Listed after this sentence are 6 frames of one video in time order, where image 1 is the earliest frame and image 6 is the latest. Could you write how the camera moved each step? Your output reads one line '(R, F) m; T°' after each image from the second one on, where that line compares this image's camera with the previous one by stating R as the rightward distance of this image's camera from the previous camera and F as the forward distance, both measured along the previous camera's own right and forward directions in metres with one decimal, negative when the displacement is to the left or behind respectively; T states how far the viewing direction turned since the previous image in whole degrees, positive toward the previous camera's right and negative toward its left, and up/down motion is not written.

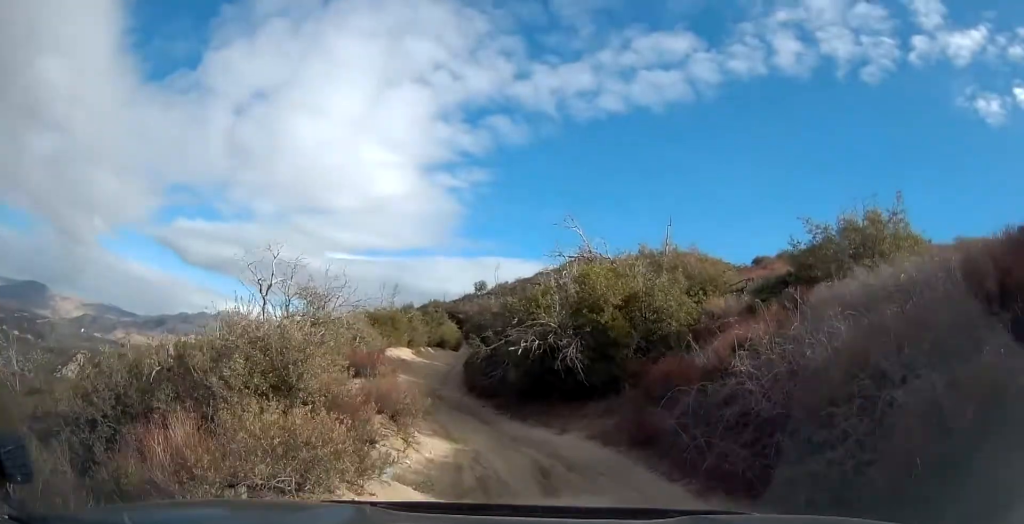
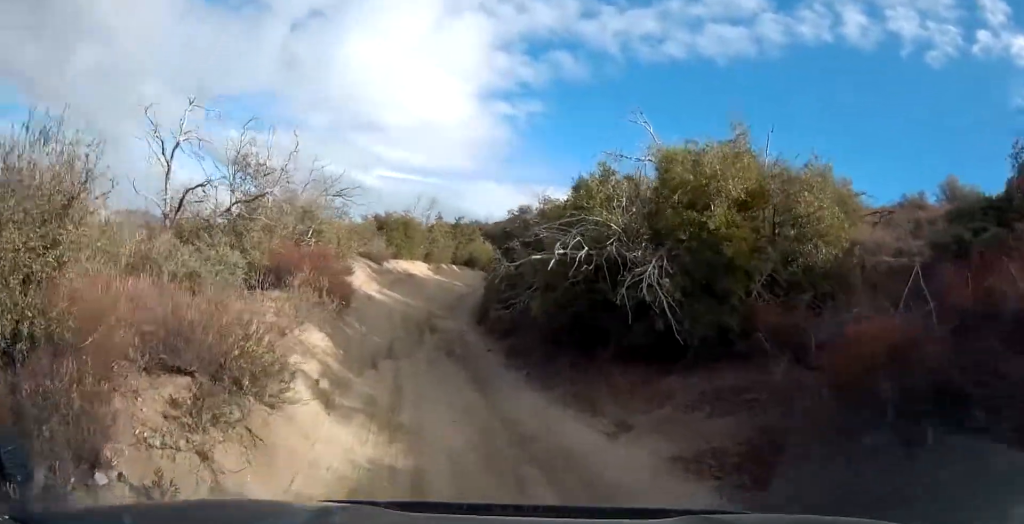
(+0.3, +8.1) m; 0°
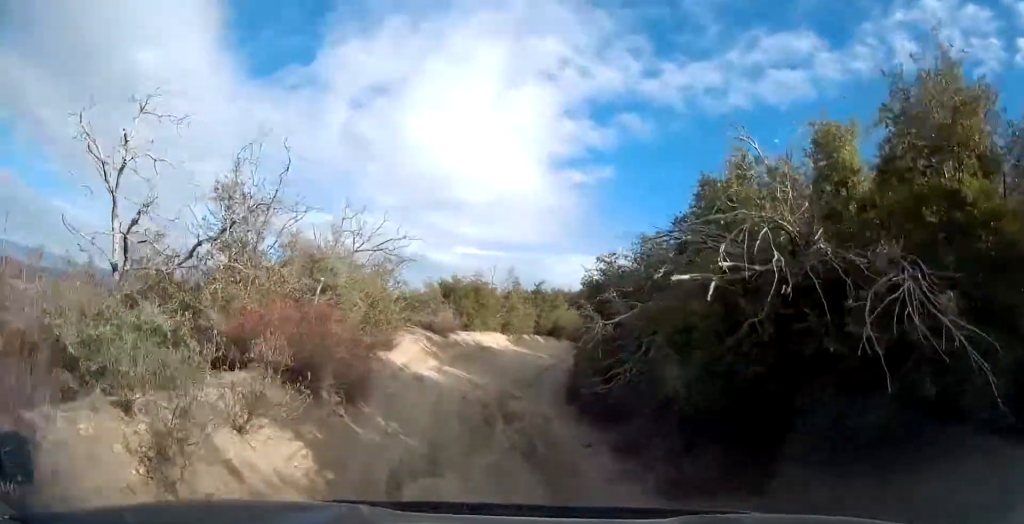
(-0.1, +4.2) m; -9°
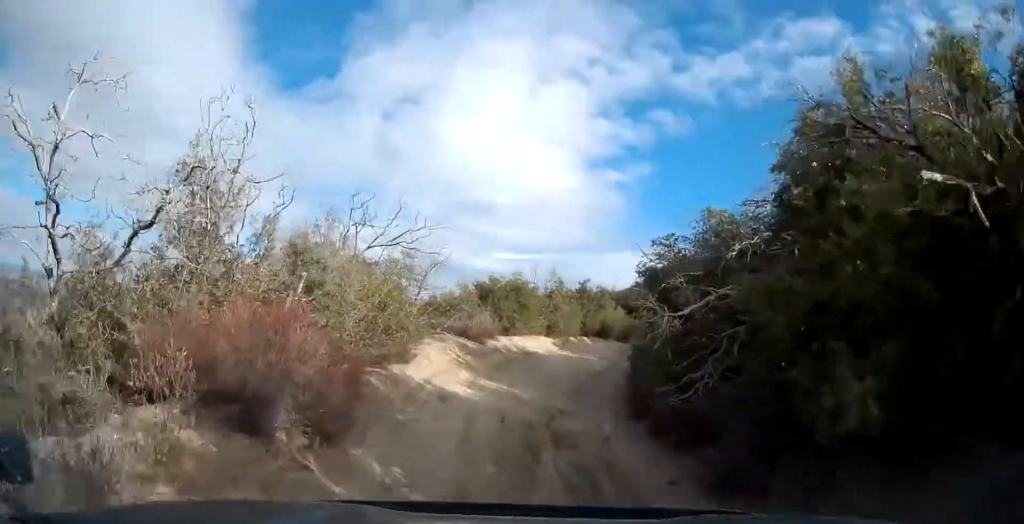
(-0.1, +2.3) m; -4°
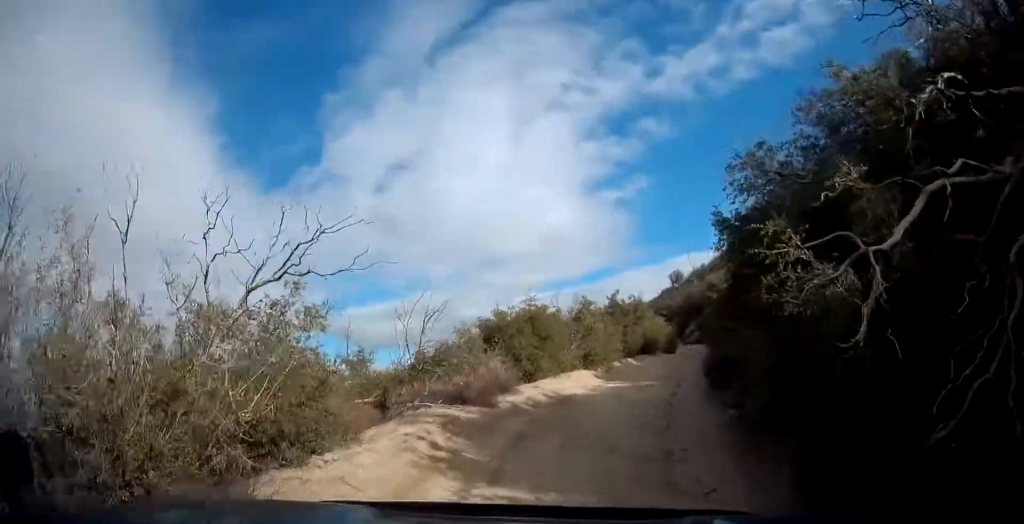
(-0.4, +6.2) m; -2°
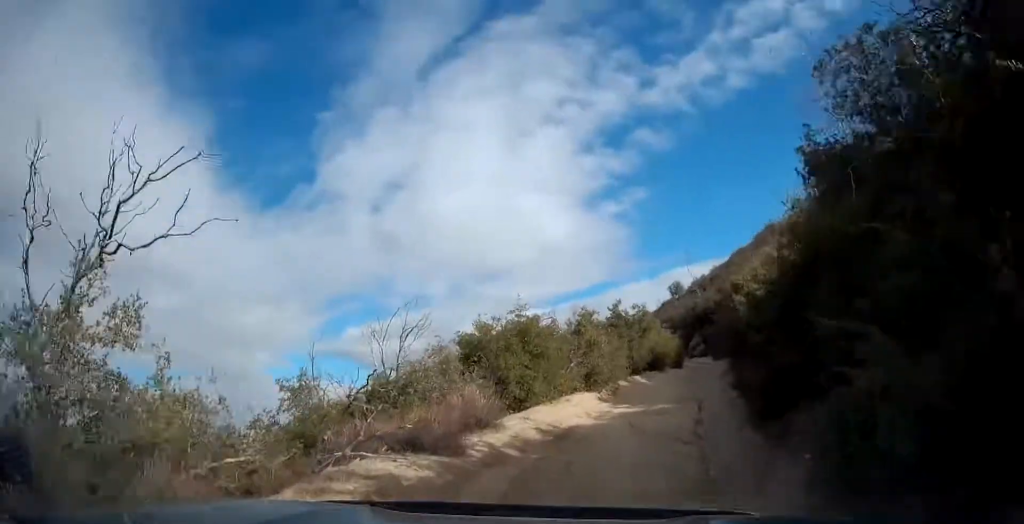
(+0.1, +3.6) m; +1°
